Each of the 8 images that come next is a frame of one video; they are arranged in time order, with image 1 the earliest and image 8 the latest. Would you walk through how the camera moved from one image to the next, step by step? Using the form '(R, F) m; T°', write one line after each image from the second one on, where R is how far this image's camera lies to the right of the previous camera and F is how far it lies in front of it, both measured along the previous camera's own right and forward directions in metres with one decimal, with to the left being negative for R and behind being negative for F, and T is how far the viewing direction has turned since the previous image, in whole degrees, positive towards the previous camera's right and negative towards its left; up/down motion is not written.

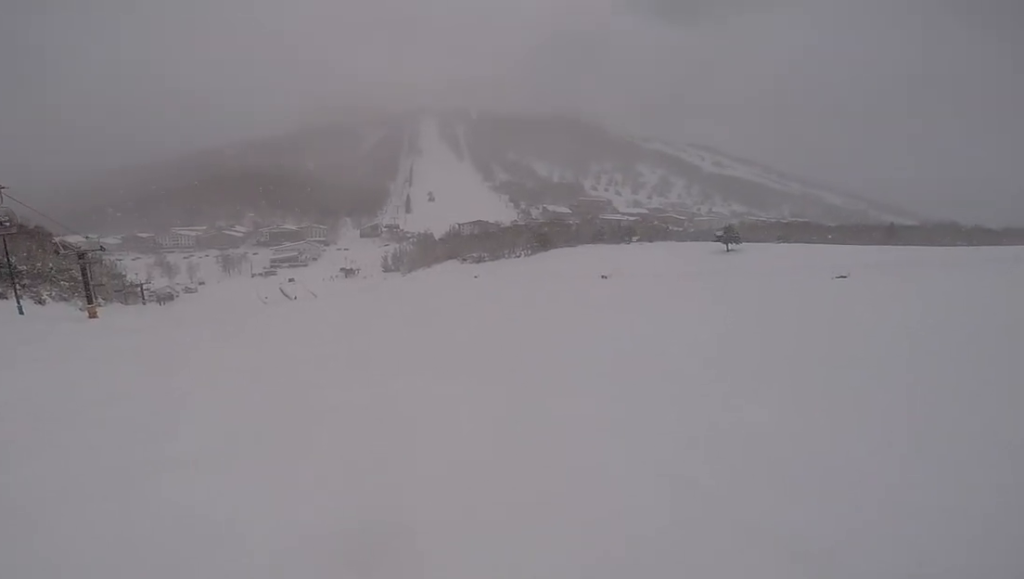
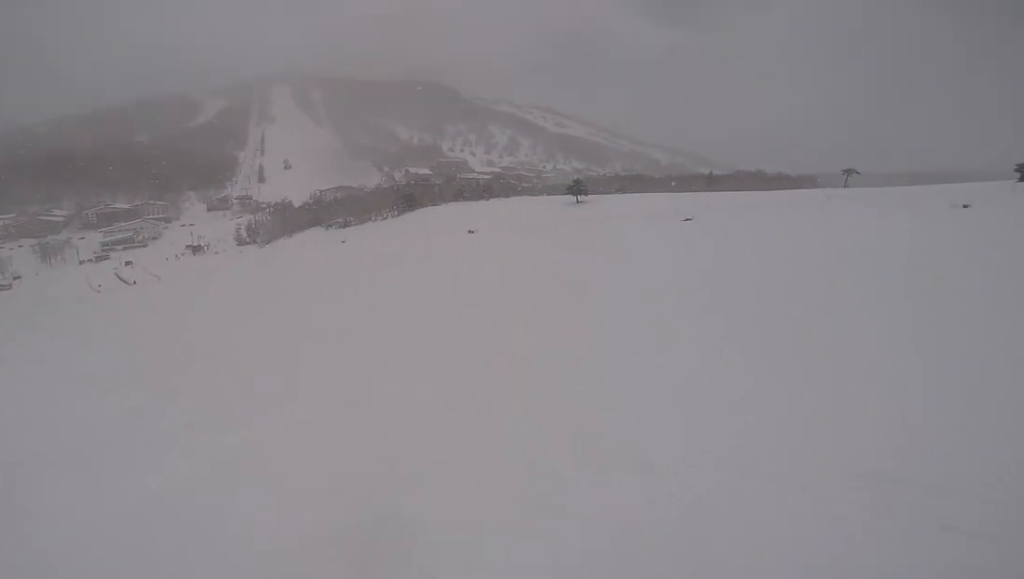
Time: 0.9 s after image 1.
(+0.4, +4.9) m; +10°
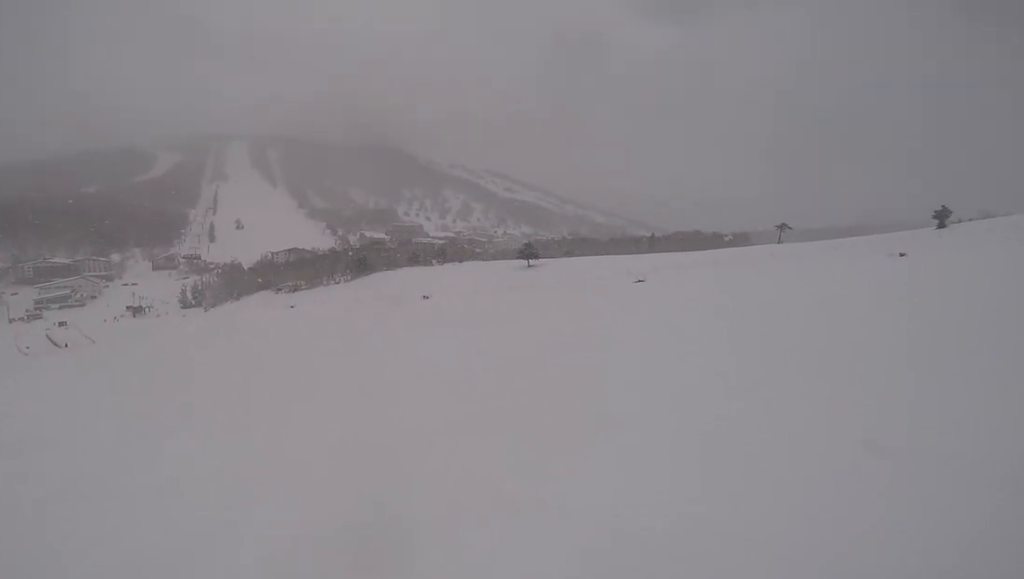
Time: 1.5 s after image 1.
(+0.2, +3.7) m; +2°
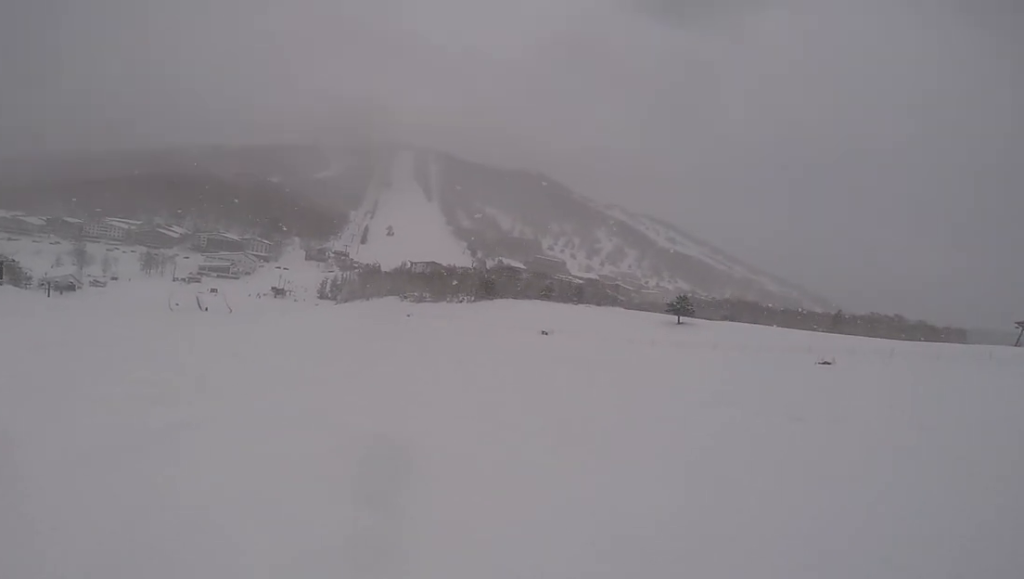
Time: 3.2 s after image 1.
(-0.7, +9.0) m; -25°
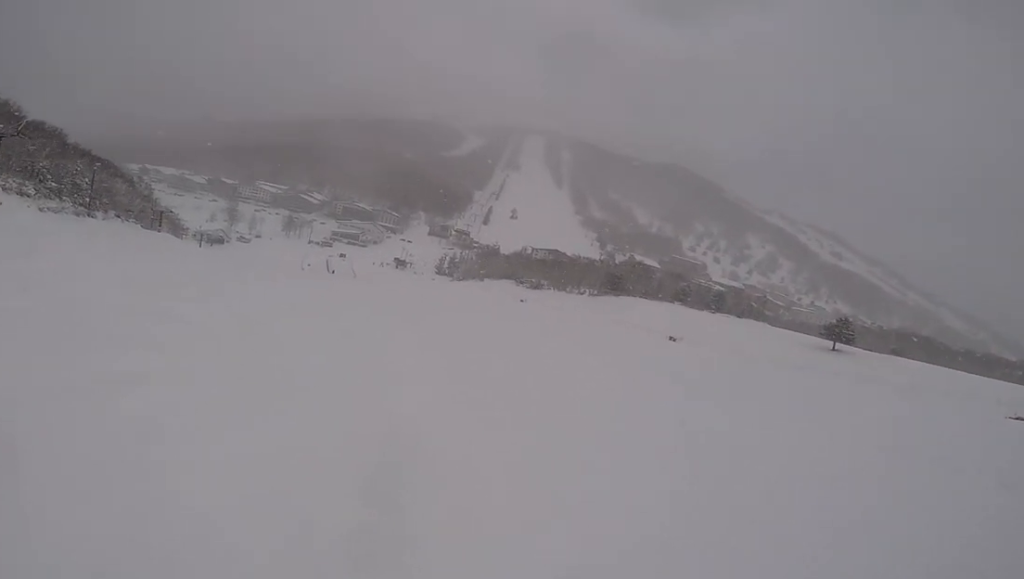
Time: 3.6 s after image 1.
(-0.4, +2.2) m; -14°
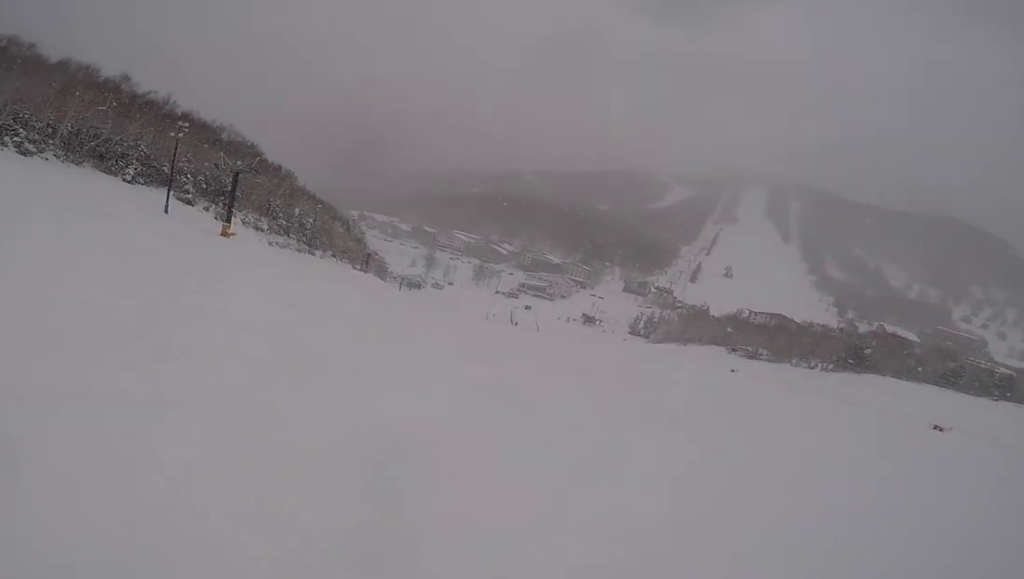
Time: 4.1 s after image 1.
(+0.1, +2.7) m; -18°
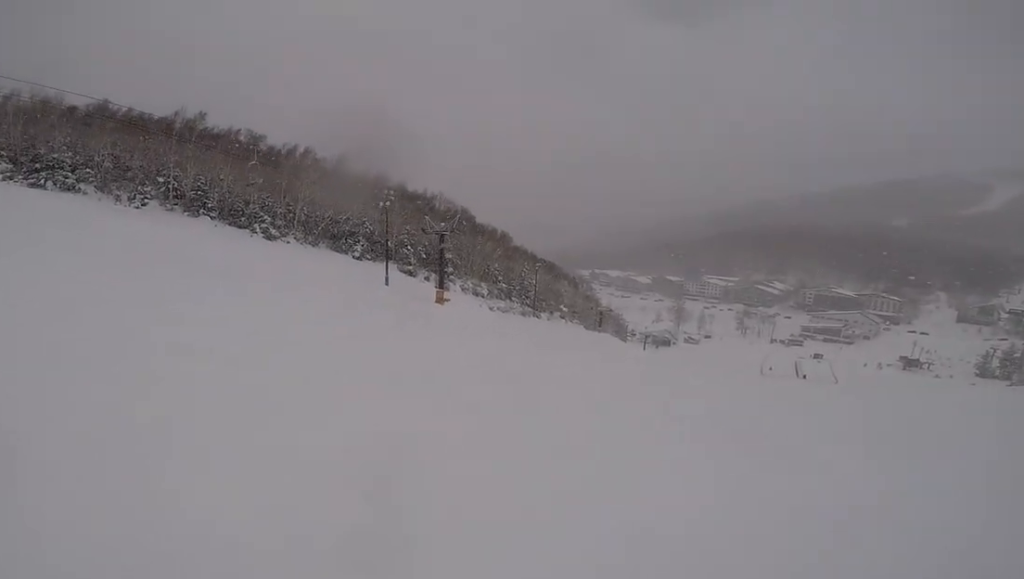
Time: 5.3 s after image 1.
(-2.5, +4.6) m; -18°
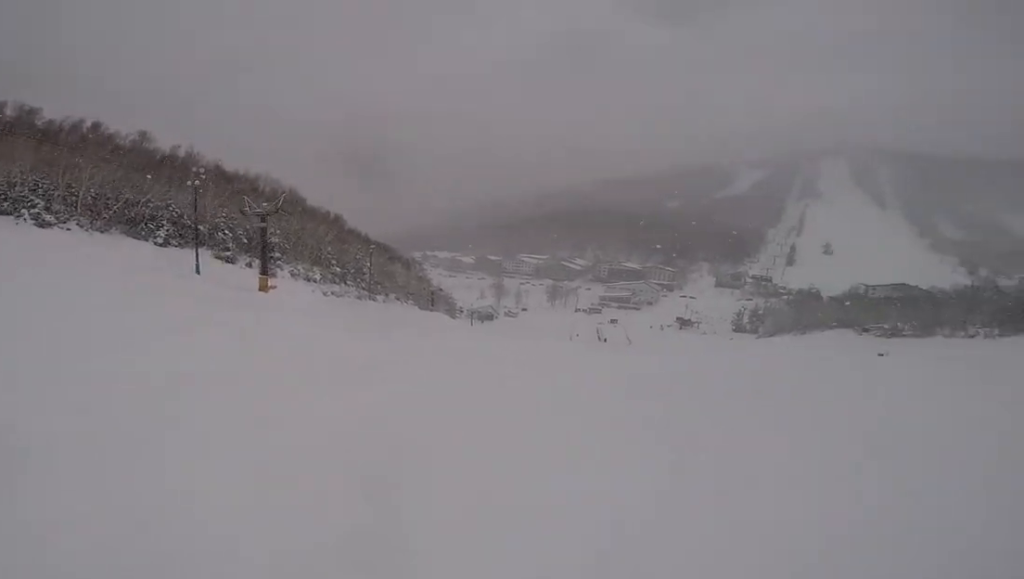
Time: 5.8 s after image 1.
(+0.8, +2.8) m; +11°
